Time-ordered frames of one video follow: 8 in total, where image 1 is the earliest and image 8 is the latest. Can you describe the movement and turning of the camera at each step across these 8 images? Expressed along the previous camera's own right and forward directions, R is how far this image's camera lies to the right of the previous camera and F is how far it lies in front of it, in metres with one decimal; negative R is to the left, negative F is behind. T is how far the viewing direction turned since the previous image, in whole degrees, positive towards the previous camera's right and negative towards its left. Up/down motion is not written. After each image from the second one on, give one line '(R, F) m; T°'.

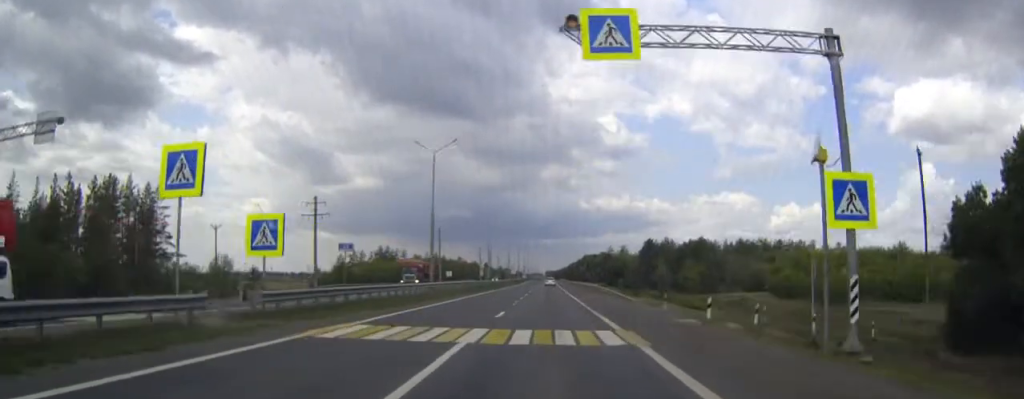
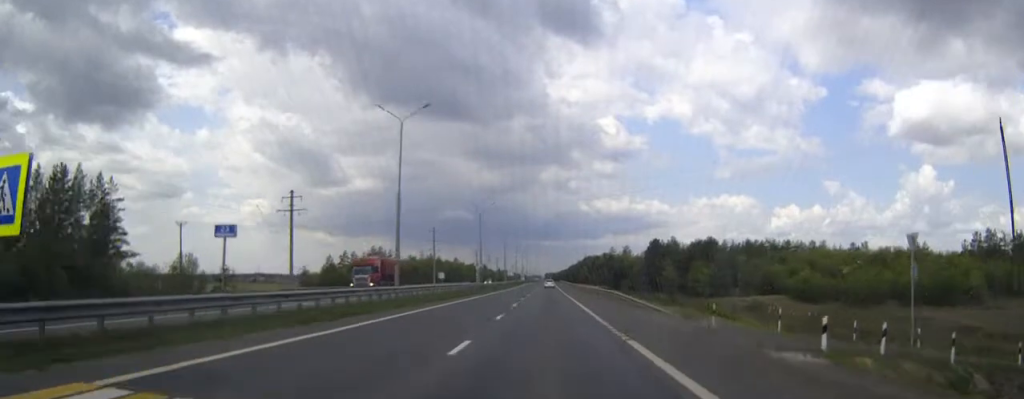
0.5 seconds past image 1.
(0.0, +11.9) m; 0°
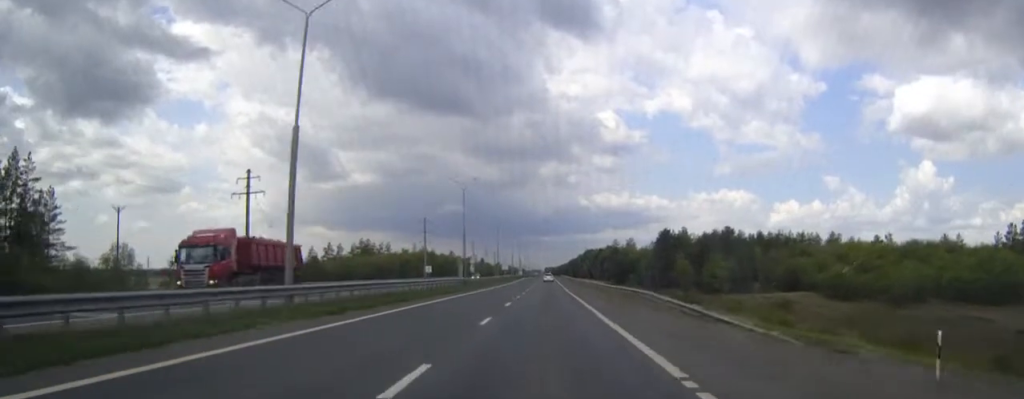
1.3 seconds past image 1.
(0.0, +17.1) m; 0°
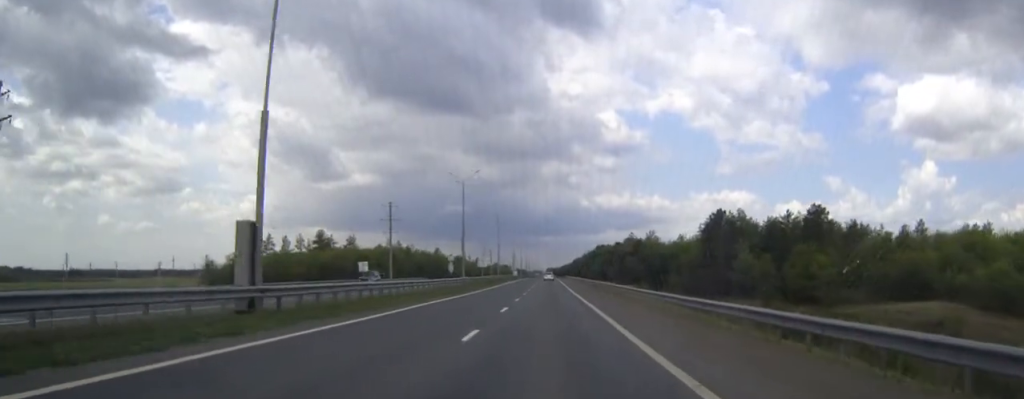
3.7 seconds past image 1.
(0.0, +53.1) m; 0°
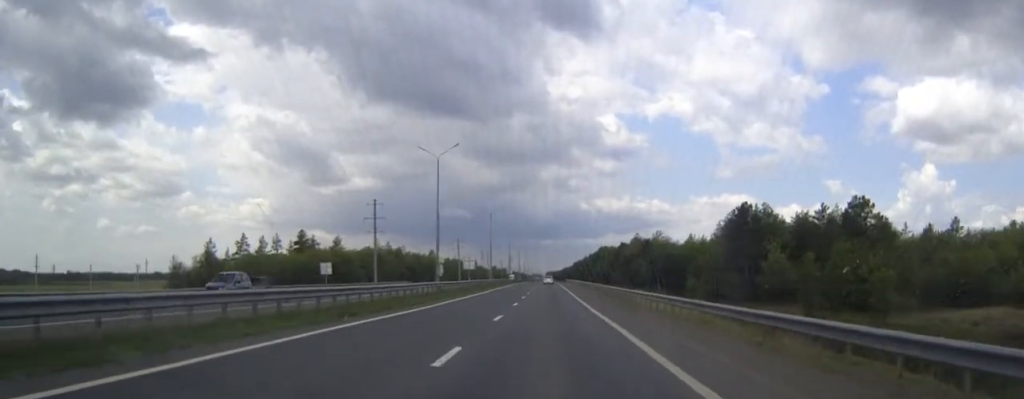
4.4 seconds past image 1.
(0.0, +16.0) m; 0°
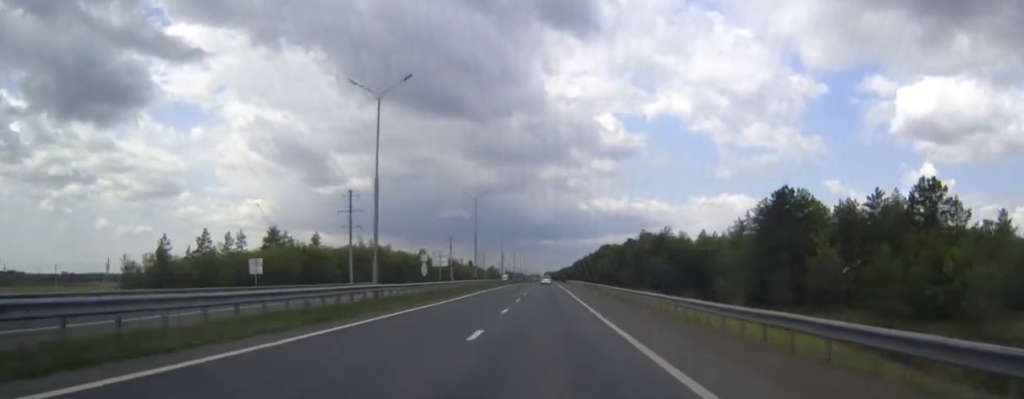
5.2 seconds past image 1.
(0.0, +19.1) m; 0°
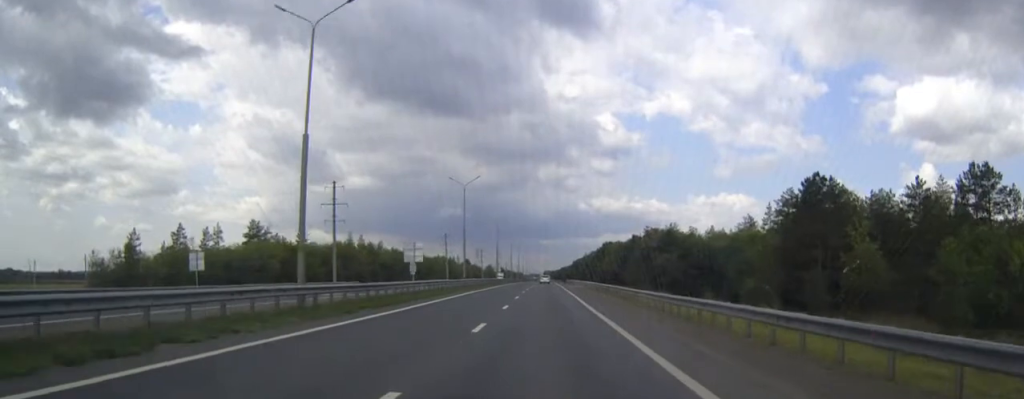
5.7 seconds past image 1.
(0.0, +10.7) m; 0°
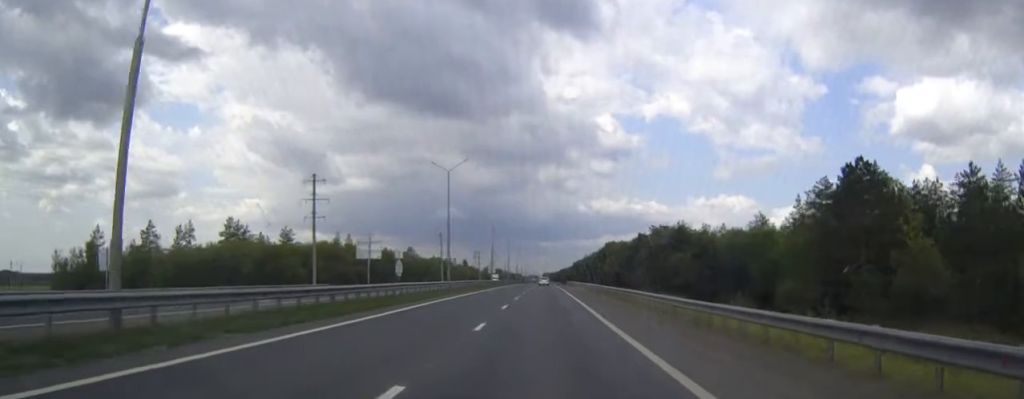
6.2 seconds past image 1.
(0.0, +11.5) m; 0°
